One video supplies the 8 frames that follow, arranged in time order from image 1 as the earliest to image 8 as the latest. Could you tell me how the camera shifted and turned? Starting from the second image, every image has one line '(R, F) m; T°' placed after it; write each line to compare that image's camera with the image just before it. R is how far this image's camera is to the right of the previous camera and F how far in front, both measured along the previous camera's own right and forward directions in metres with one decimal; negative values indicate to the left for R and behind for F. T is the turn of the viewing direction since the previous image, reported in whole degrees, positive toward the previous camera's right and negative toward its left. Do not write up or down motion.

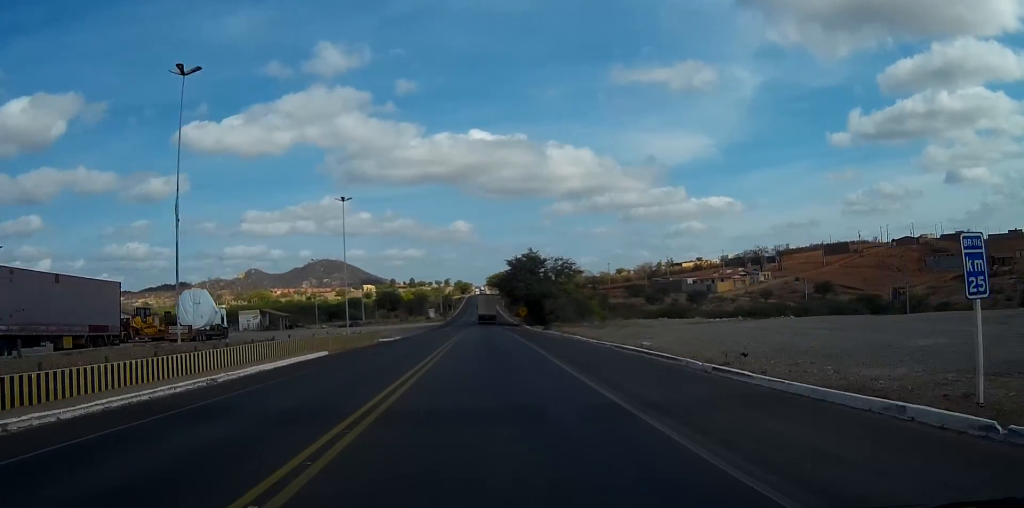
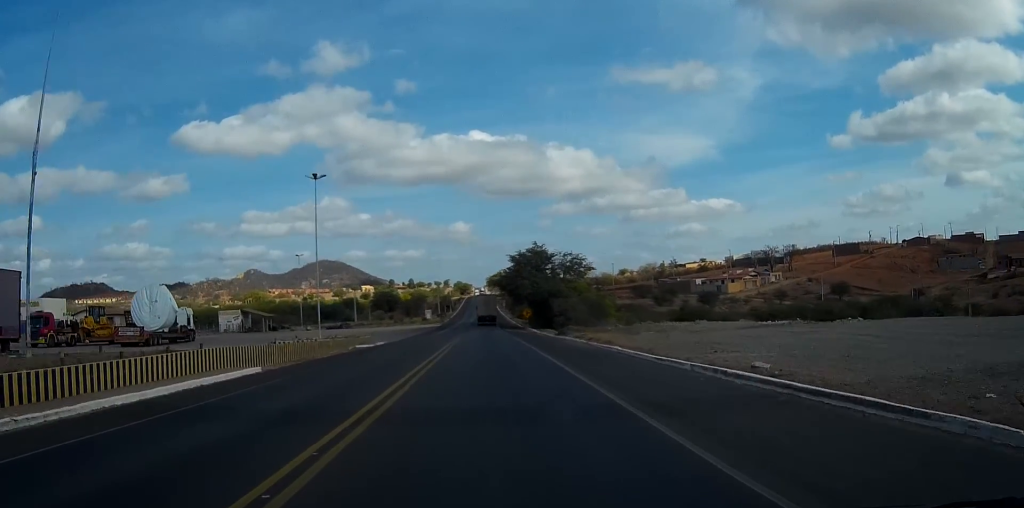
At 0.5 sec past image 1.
(0.0, +11.0) m; 0°
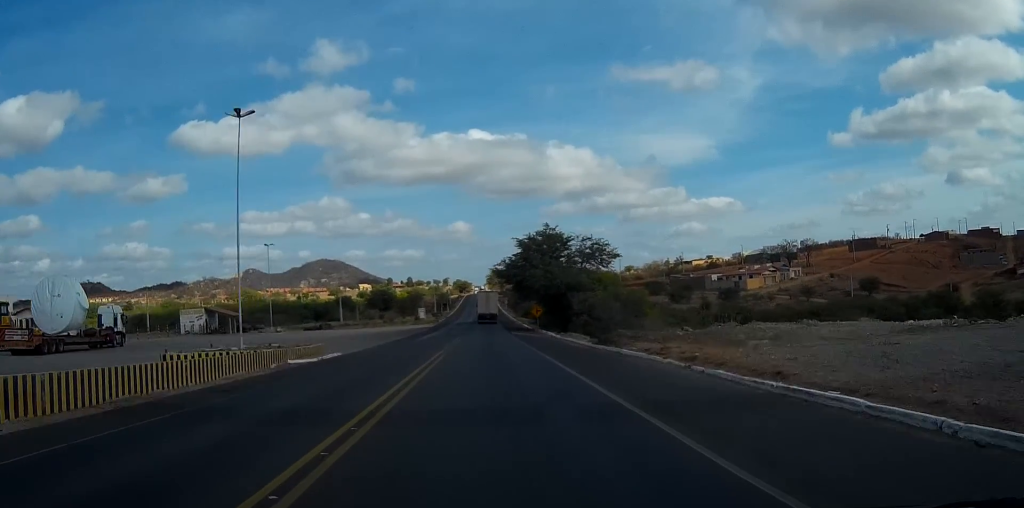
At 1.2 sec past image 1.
(0.0, +17.5) m; 0°
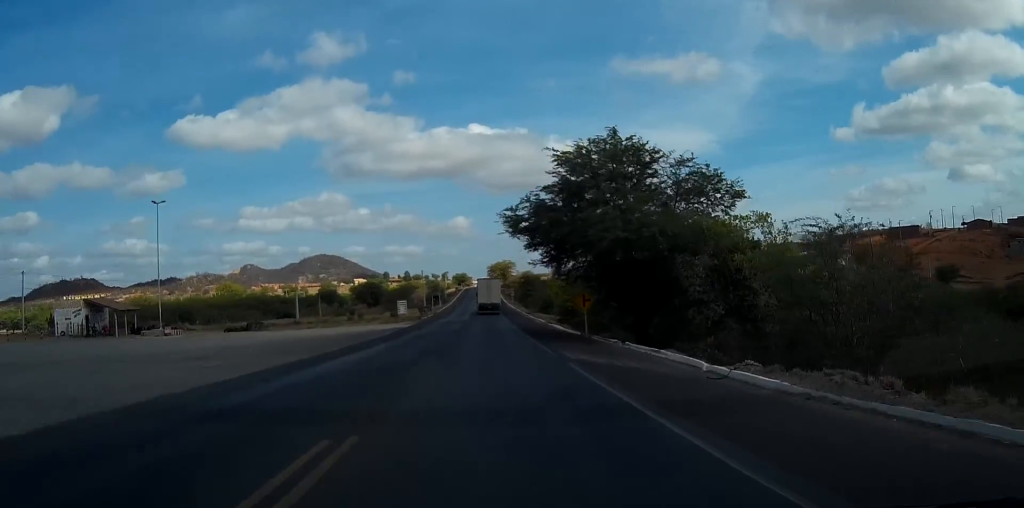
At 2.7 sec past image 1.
(0.0, +36.8) m; 0°
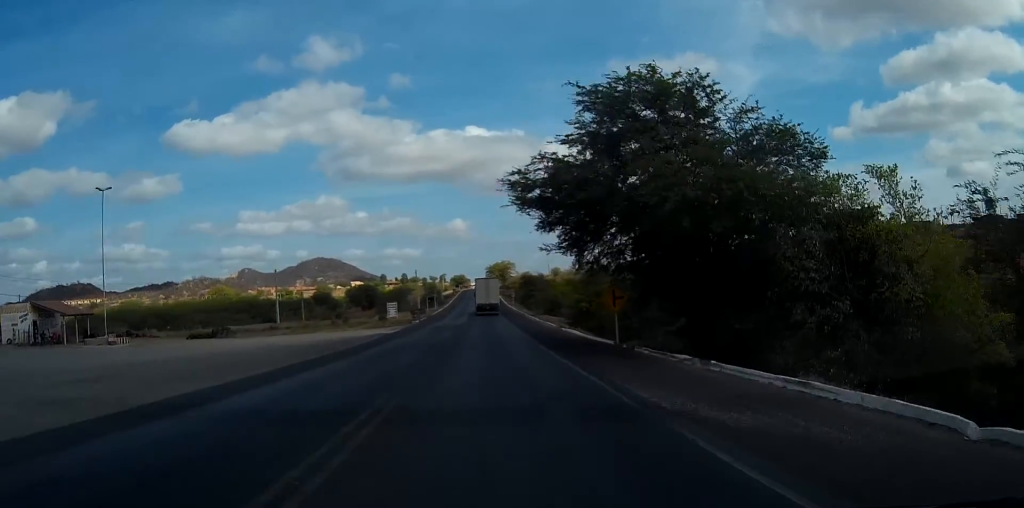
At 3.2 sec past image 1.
(0.0, +10.5) m; 0°
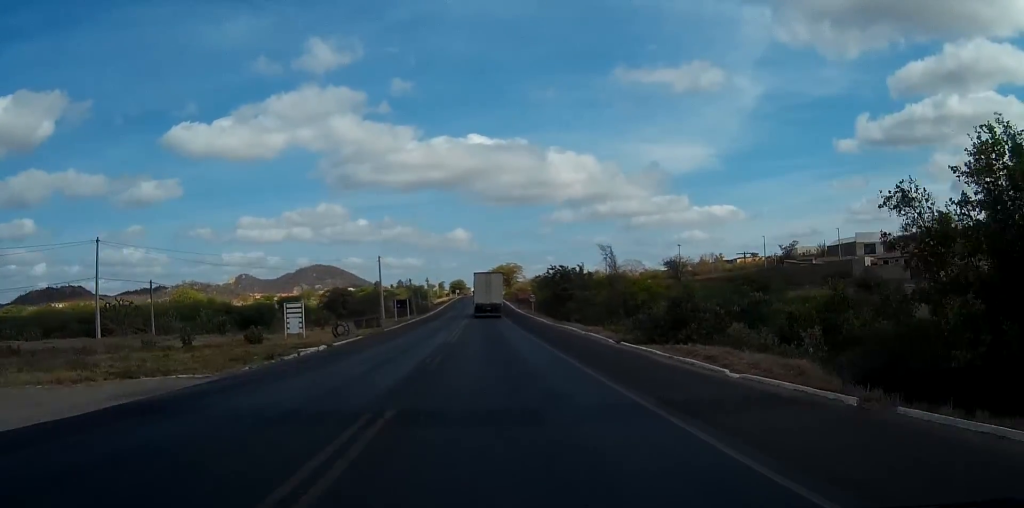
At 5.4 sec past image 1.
(0.0, +52.9) m; 0°
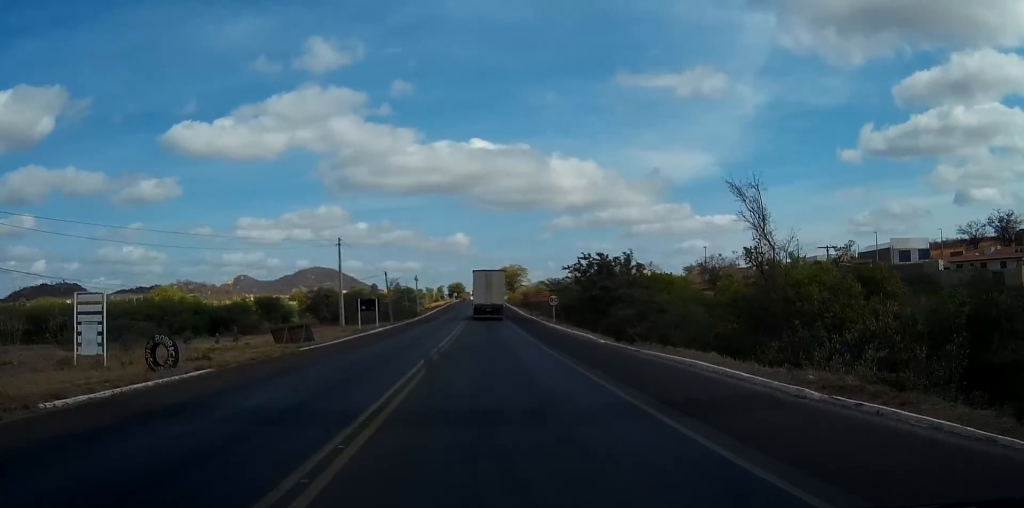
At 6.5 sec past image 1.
(+0.1, +26.6) m; 0°
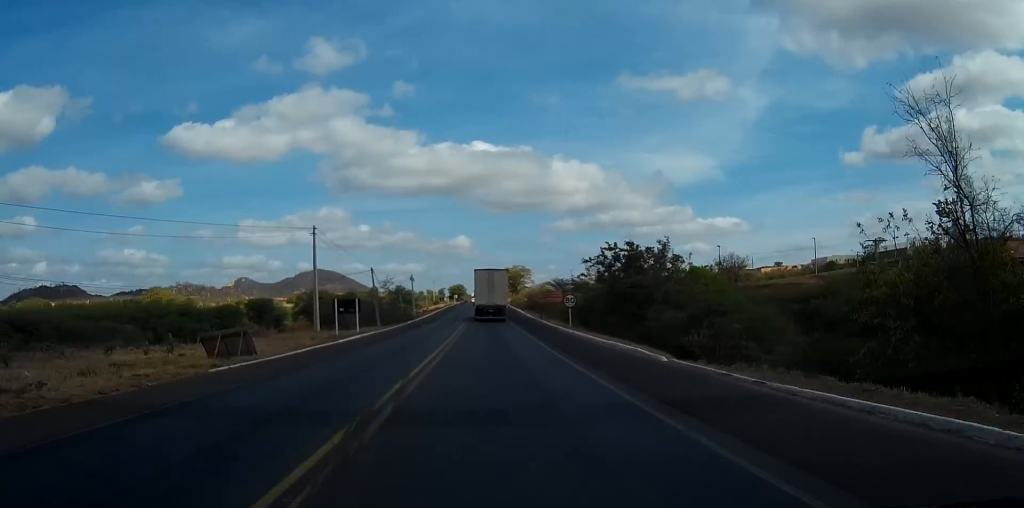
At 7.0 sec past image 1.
(0.0, +10.7) m; 0°
